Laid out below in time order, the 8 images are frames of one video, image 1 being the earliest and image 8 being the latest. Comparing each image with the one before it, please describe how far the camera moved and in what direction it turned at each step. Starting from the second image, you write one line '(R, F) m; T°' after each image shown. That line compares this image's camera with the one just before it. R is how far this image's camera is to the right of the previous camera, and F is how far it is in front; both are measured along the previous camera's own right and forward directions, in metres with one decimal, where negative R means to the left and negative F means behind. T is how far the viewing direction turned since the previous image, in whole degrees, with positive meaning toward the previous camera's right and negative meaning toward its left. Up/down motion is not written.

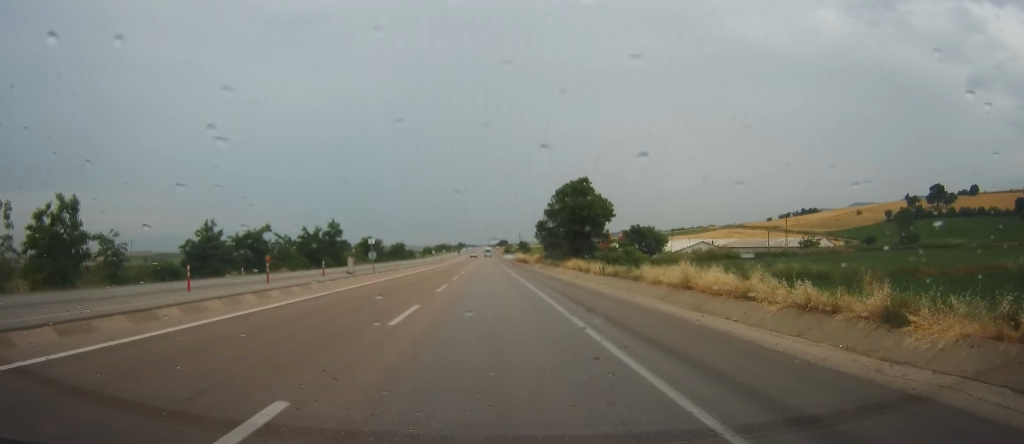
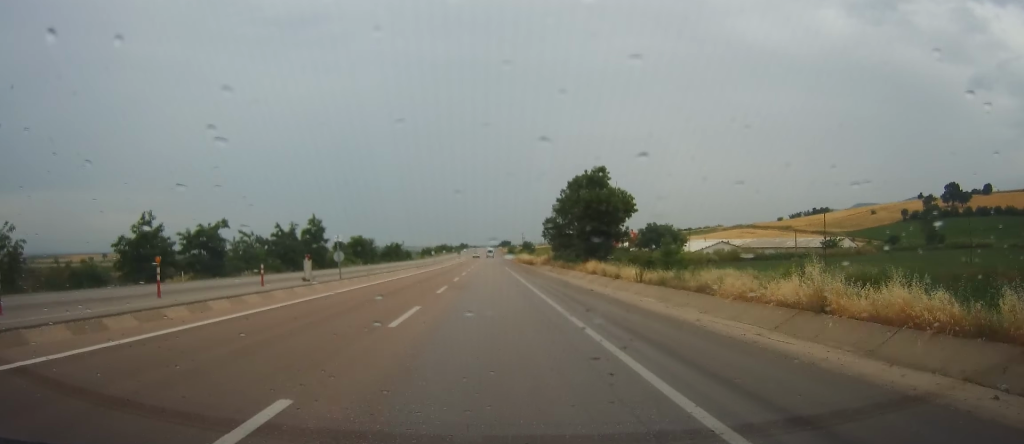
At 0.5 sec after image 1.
(+0.3, +11.1) m; +1°
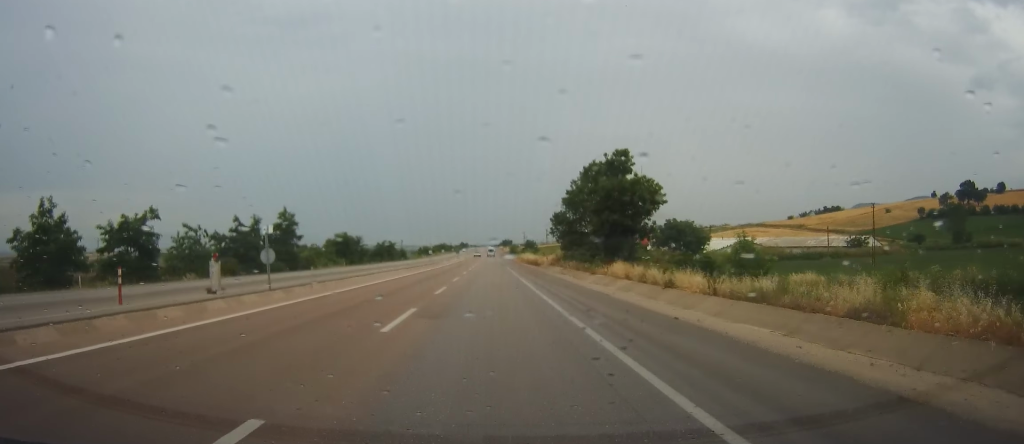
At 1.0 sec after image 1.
(+0.1, +12.5) m; +1°
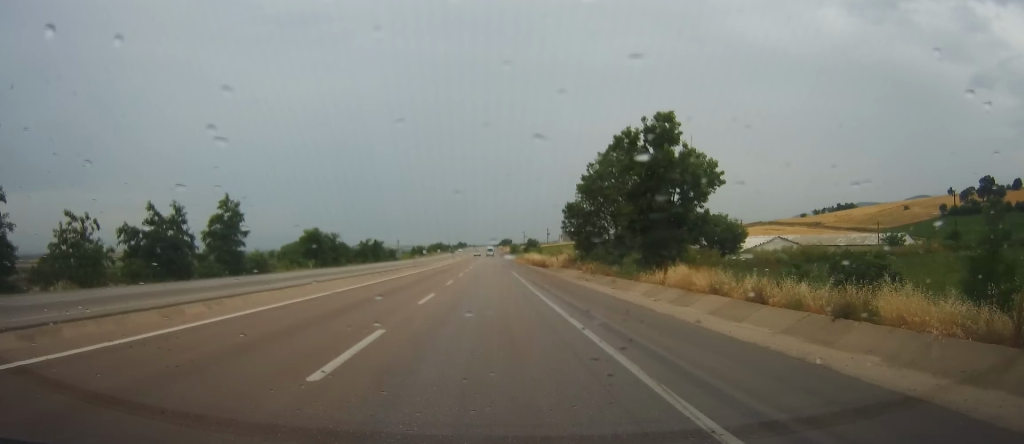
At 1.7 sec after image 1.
(0.0, +15.3) m; -1°
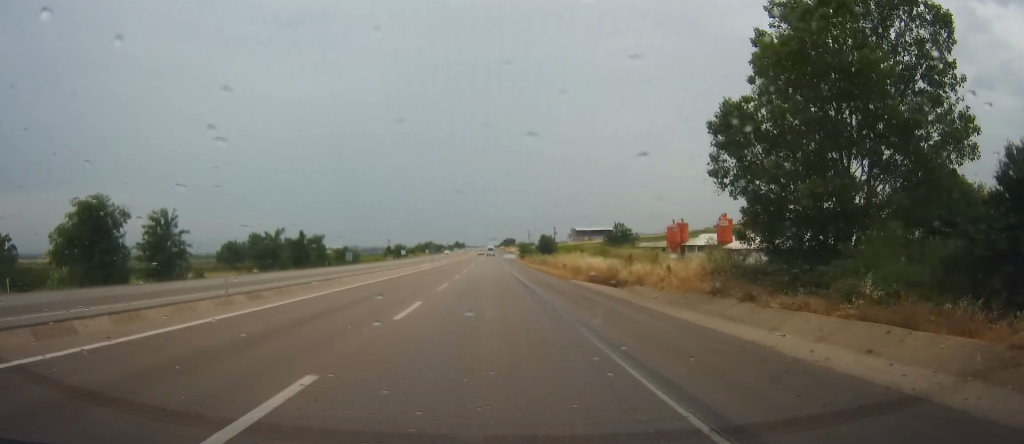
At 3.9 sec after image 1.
(-2.0, +49.9) m; -2°
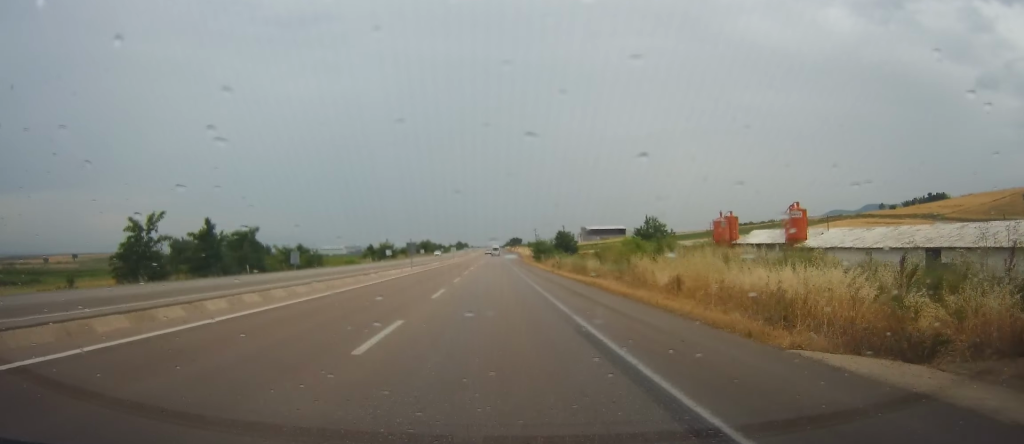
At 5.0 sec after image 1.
(+0.5, +28.2) m; 0°
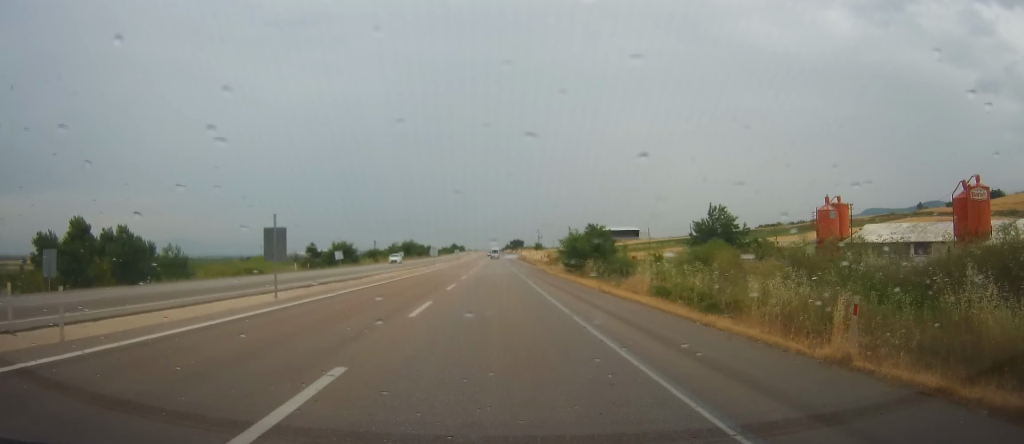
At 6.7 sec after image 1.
(-0.8, +39.8) m; -1°
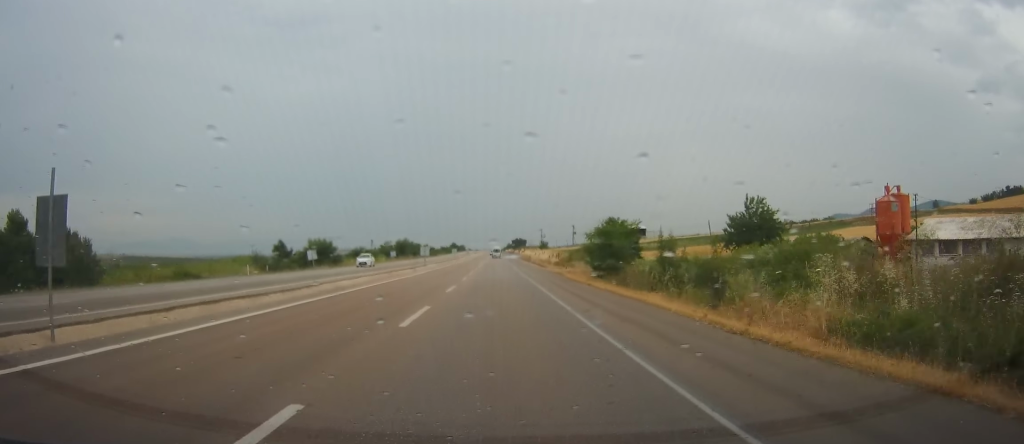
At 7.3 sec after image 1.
(0.0, +13.9) m; +1°
